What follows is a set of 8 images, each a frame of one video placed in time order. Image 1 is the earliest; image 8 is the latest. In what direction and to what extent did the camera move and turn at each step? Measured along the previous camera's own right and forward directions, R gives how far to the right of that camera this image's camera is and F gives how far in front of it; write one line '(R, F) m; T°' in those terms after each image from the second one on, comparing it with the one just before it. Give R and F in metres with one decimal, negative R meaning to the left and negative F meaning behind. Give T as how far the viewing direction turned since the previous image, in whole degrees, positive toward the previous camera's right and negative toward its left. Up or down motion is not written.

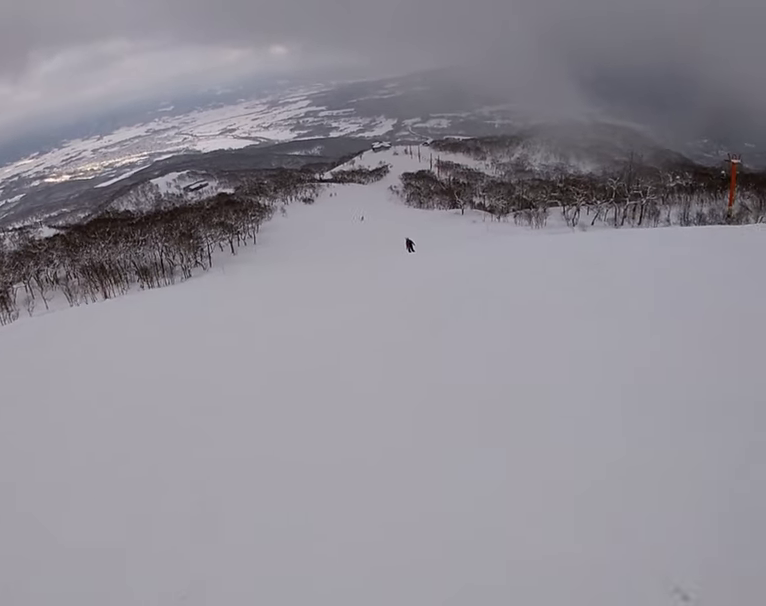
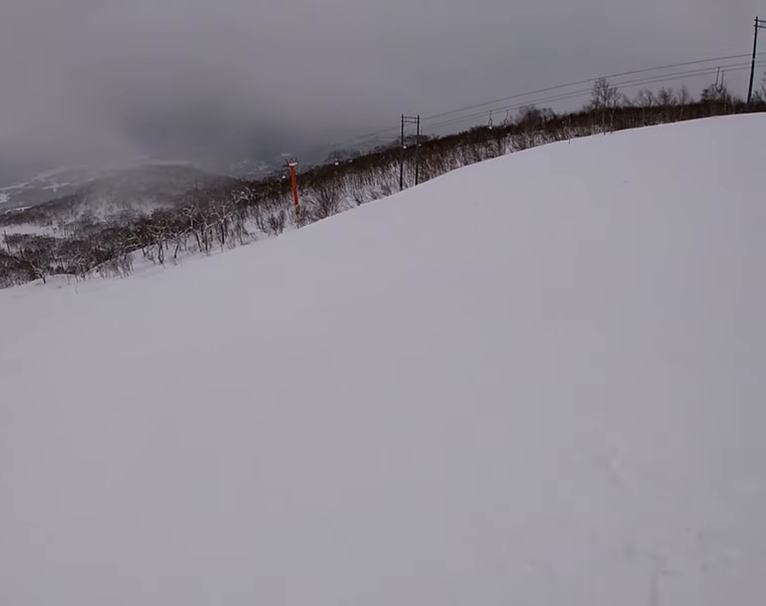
(+3.1, +5.4) m; +45°
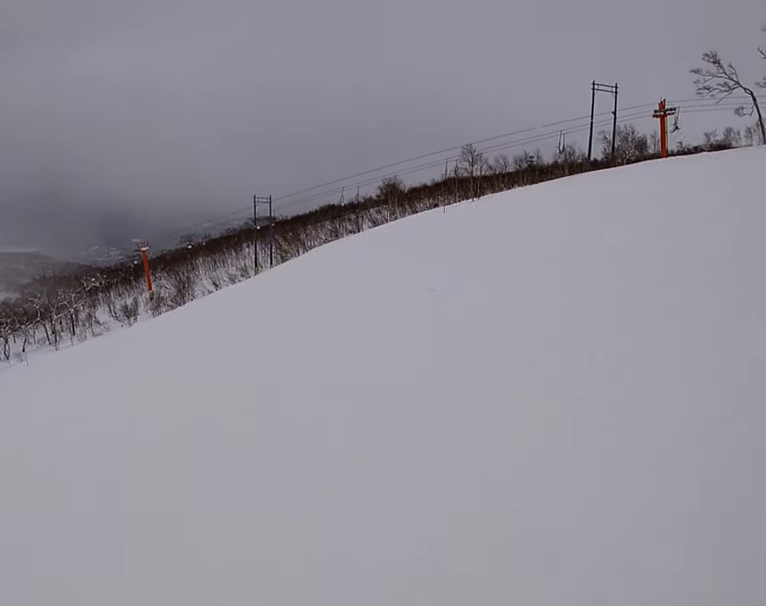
(+0.4, +3.4) m; +12°
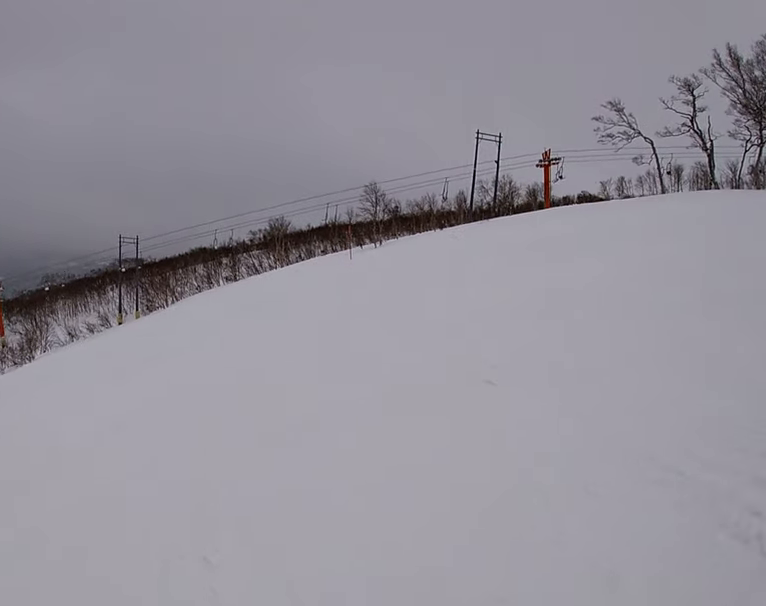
(+0.7, +6.2) m; +5°
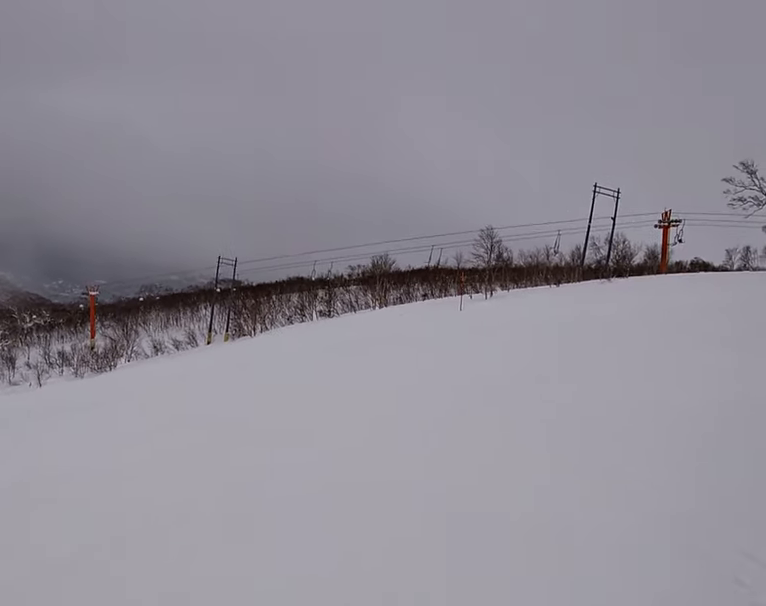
(0.0, +2.5) m; -1°
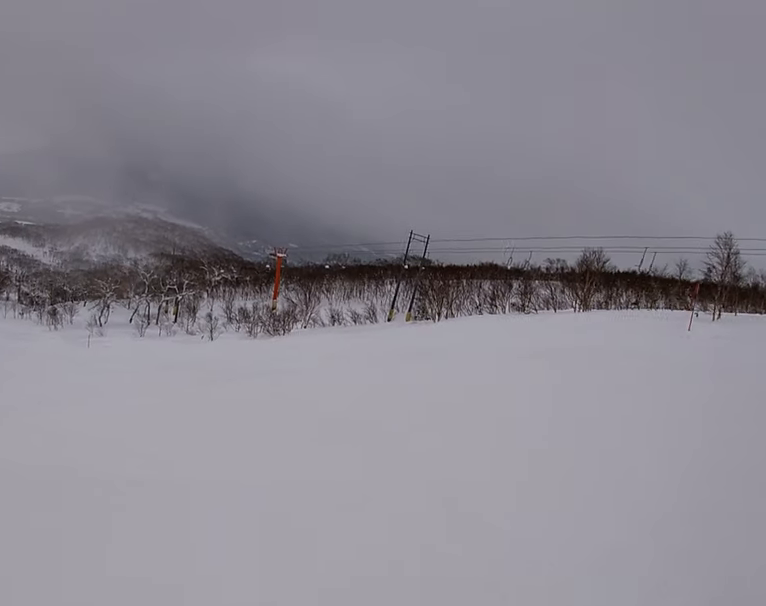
(-0.1, +2.5) m; -25°
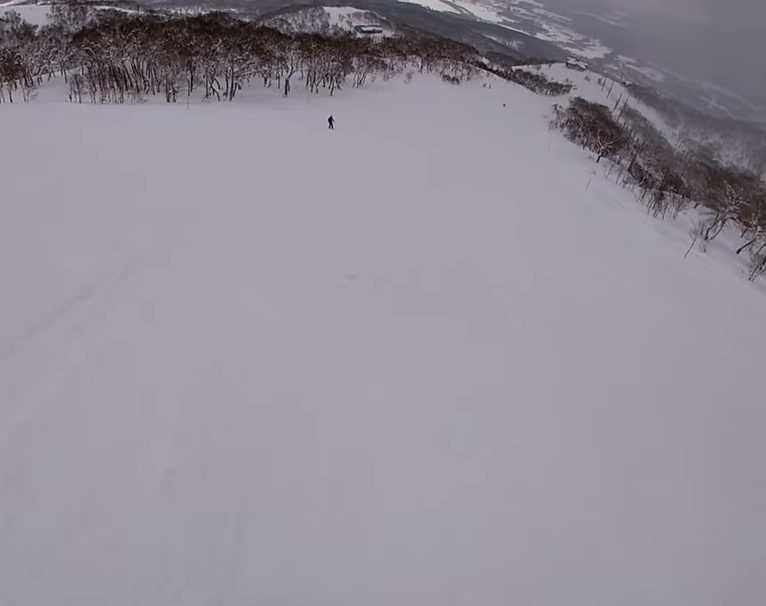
(-4.9, +4.4) m; -77°
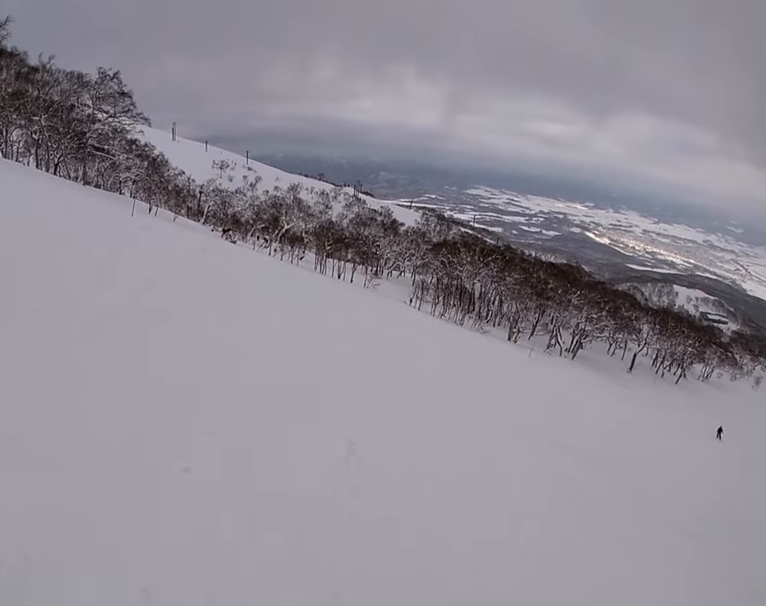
(-1.7, +7.3) m; -18°
